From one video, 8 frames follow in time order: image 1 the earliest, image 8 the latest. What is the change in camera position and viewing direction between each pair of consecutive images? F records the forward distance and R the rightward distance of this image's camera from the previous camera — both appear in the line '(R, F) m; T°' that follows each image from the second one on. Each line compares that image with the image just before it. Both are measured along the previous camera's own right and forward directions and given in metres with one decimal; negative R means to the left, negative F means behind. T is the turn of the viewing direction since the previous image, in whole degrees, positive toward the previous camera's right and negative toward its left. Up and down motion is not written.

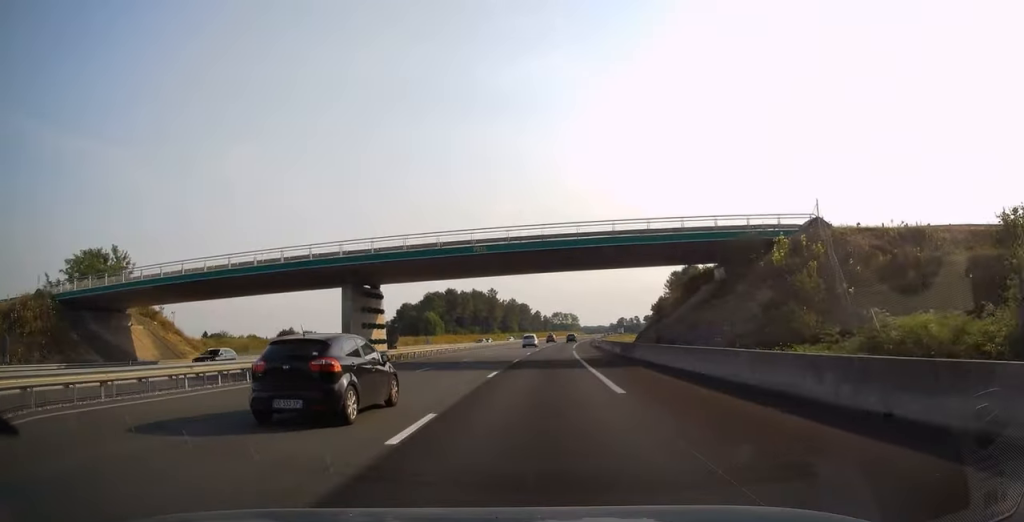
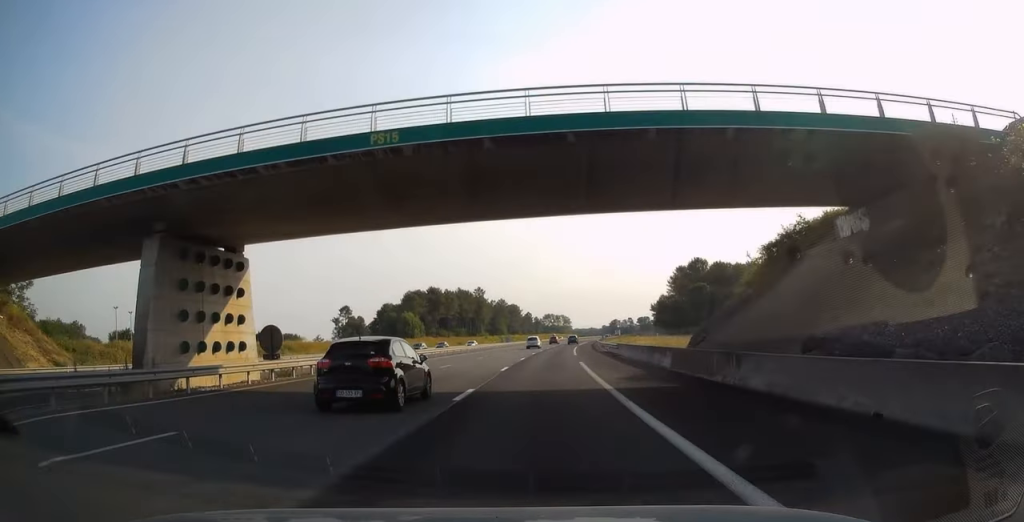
(+0.1, +19.7) m; +1°
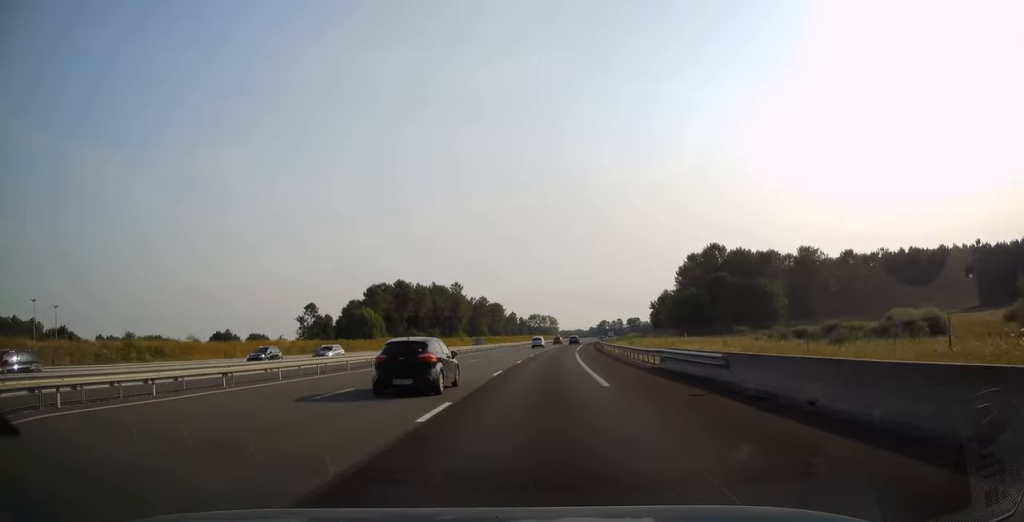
(+0.3, +29.6) m; +1°
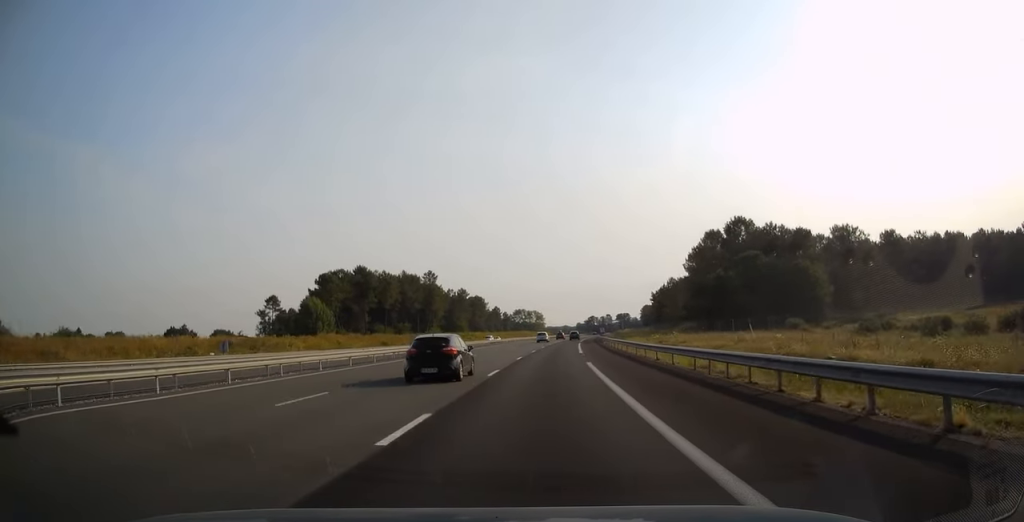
(+0.3, +28.2) m; +1°
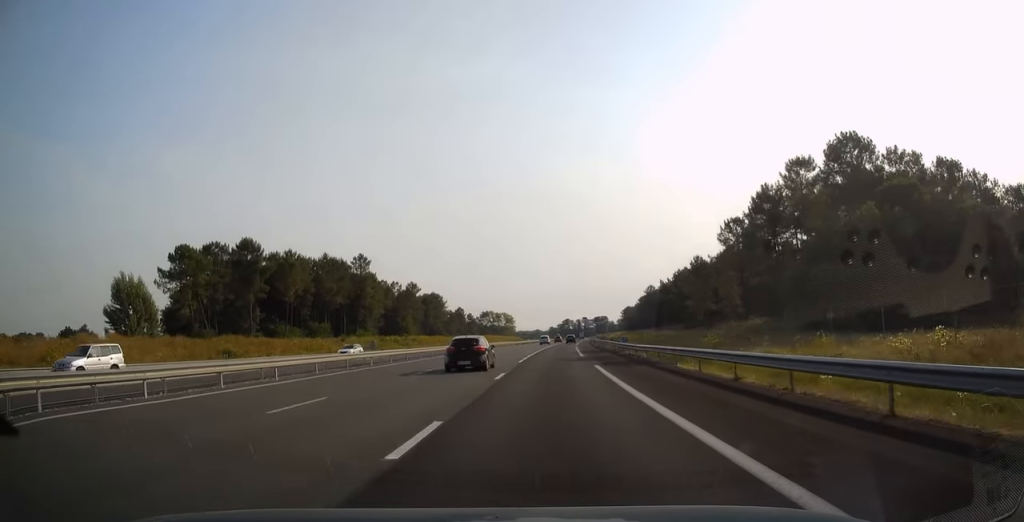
(+1.3, +52.8) m; +3°
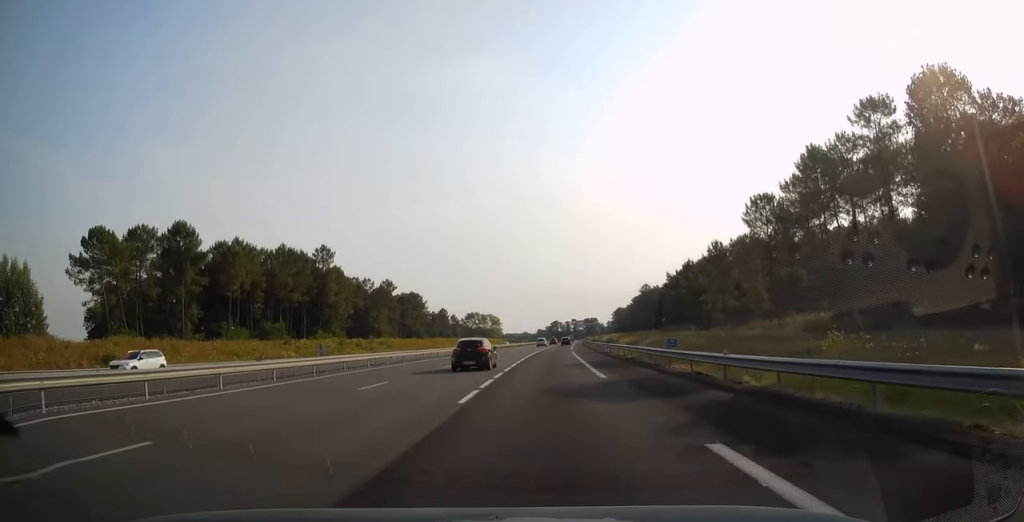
(+0.4, +19.7) m; +1°
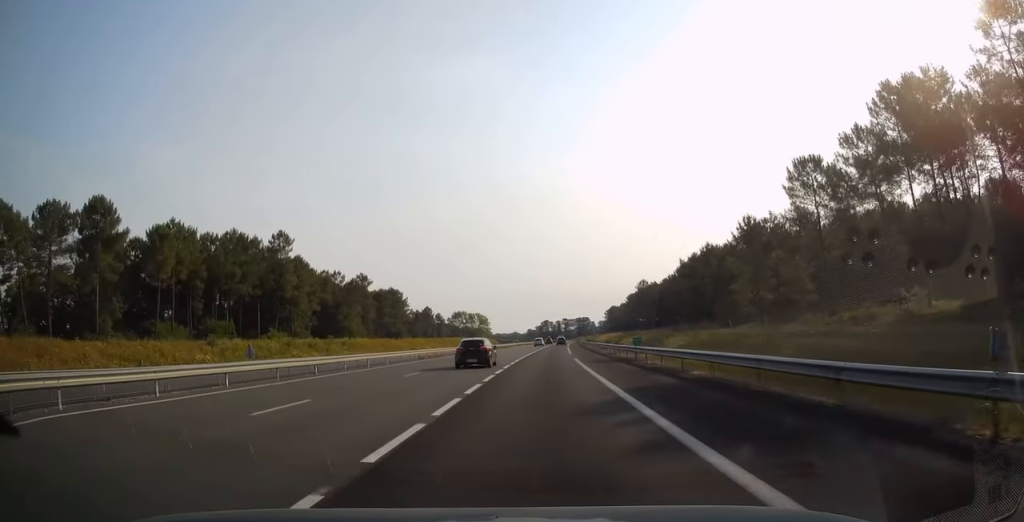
(+0.2, +19.2) m; +1°
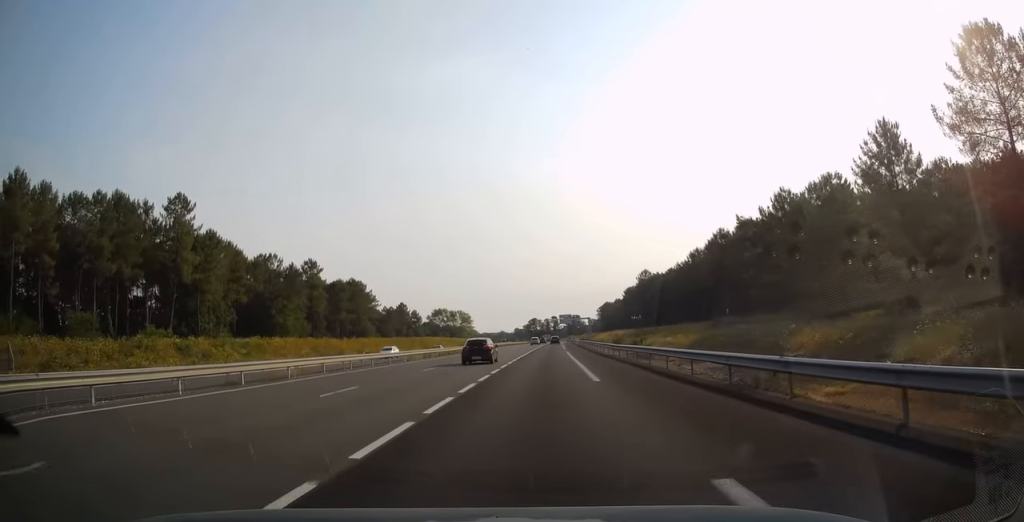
(+0.1, +34.7) m; 0°
